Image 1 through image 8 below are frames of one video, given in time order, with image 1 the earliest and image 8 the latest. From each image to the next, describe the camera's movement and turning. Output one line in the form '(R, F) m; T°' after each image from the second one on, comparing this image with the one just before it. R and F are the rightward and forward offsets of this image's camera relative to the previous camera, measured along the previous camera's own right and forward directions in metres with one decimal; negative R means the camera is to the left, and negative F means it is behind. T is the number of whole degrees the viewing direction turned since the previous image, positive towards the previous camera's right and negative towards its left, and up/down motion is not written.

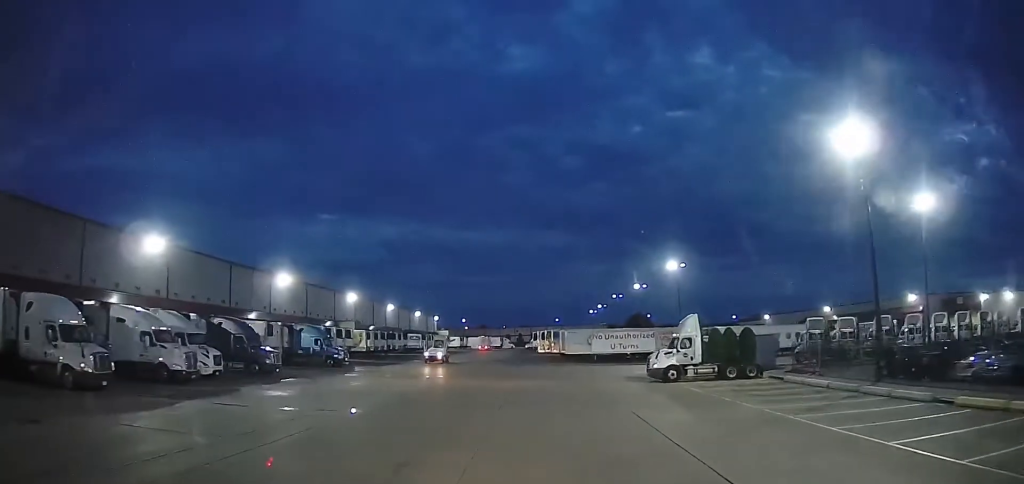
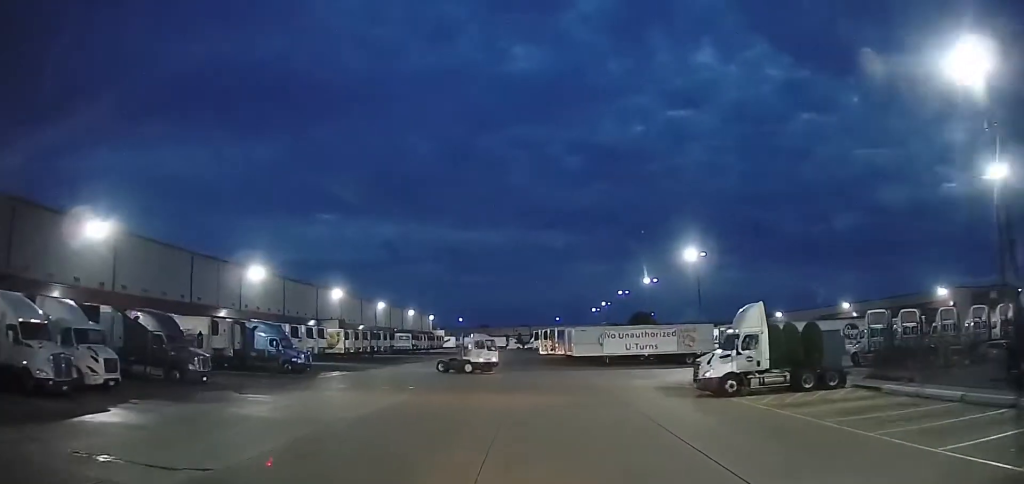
(-0.1, +10.3) m; 0°
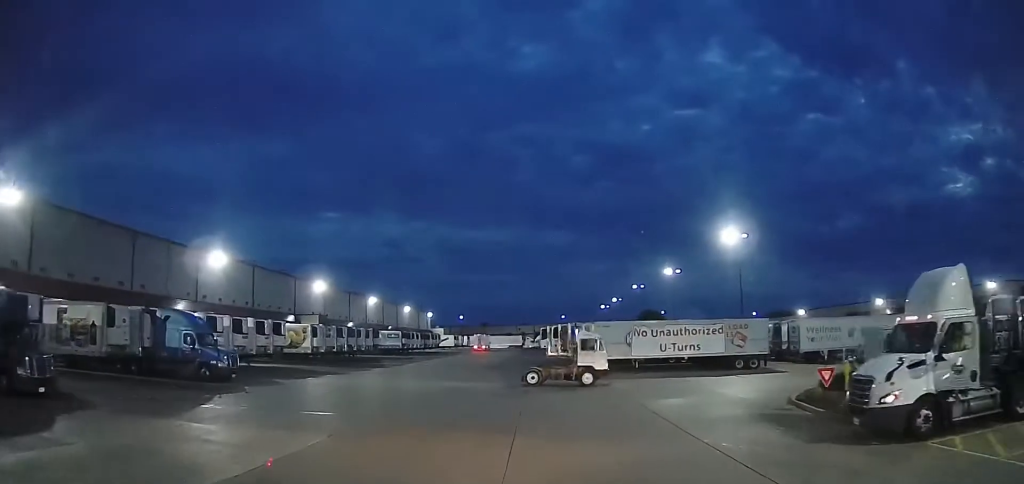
(0.0, +13.1) m; -1°
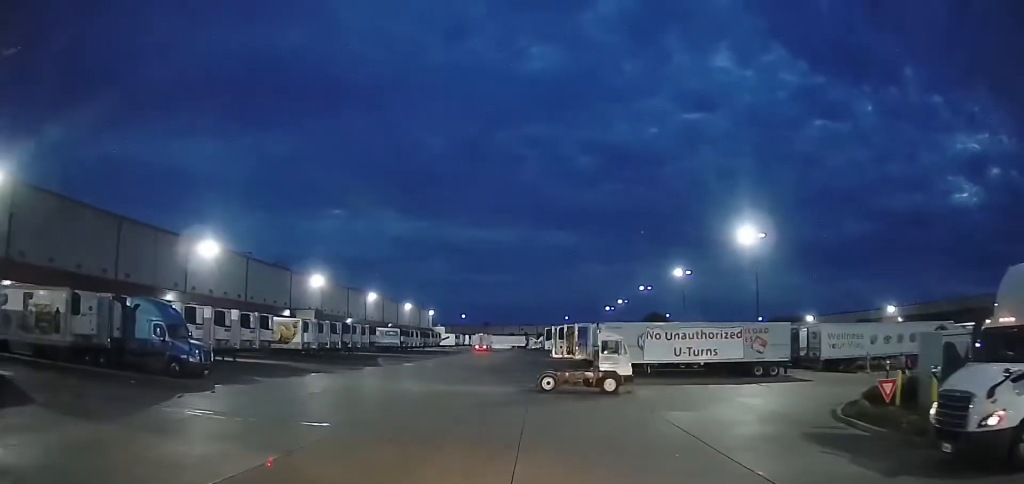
(-0.1, +3.7) m; -1°
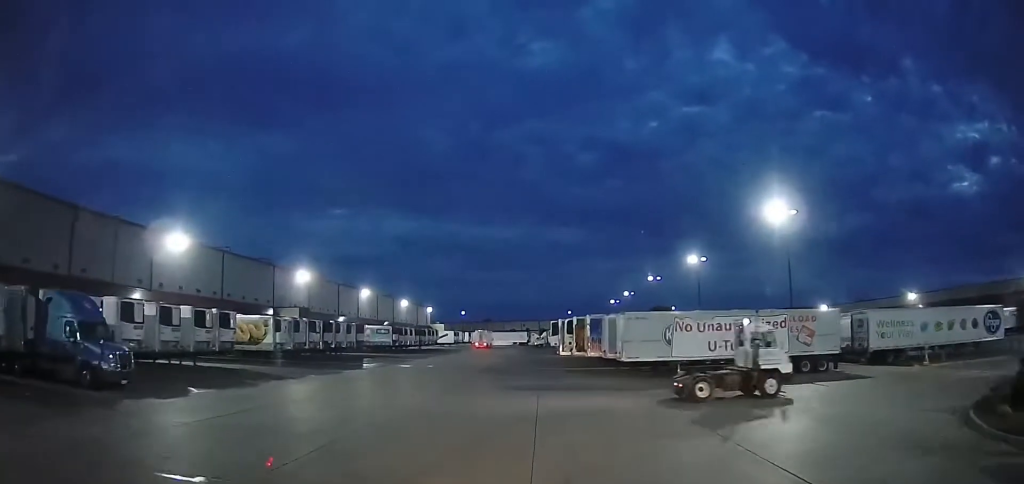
(-0.1, +8.3) m; -2°
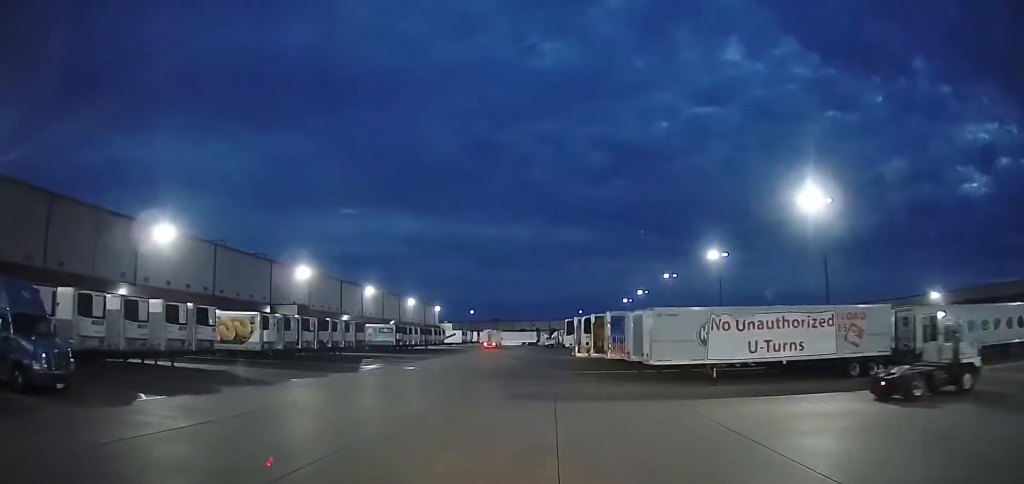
(0.0, +5.1) m; -2°
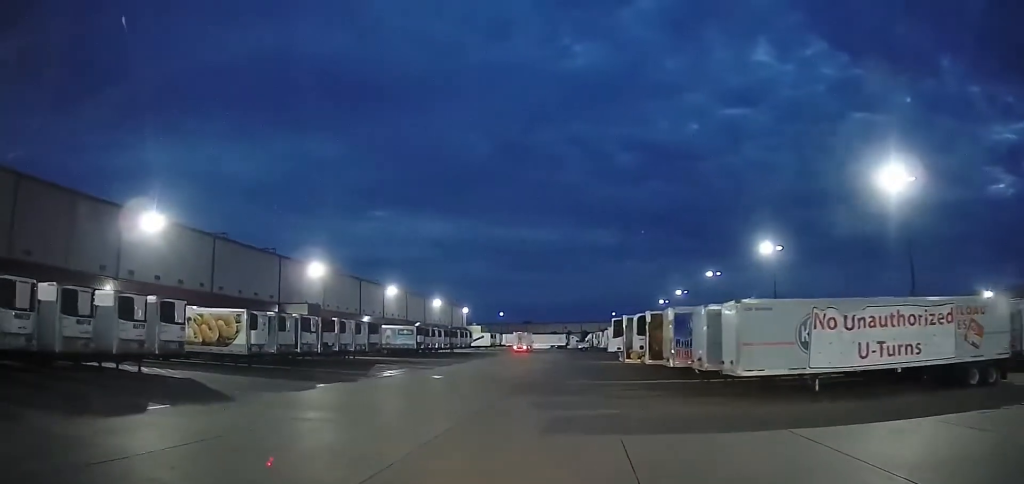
(-0.2, +7.7) m; -5°
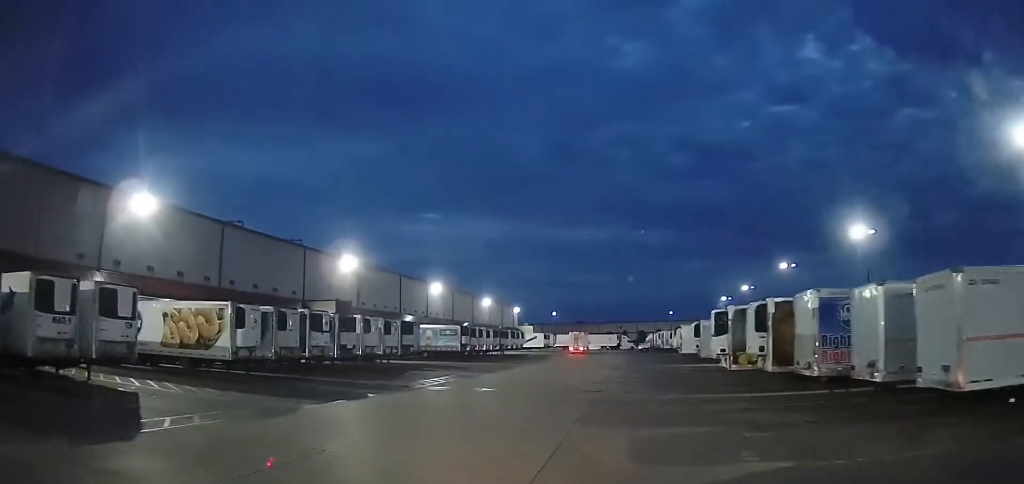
(-0.5, +8.5) m; -3°
